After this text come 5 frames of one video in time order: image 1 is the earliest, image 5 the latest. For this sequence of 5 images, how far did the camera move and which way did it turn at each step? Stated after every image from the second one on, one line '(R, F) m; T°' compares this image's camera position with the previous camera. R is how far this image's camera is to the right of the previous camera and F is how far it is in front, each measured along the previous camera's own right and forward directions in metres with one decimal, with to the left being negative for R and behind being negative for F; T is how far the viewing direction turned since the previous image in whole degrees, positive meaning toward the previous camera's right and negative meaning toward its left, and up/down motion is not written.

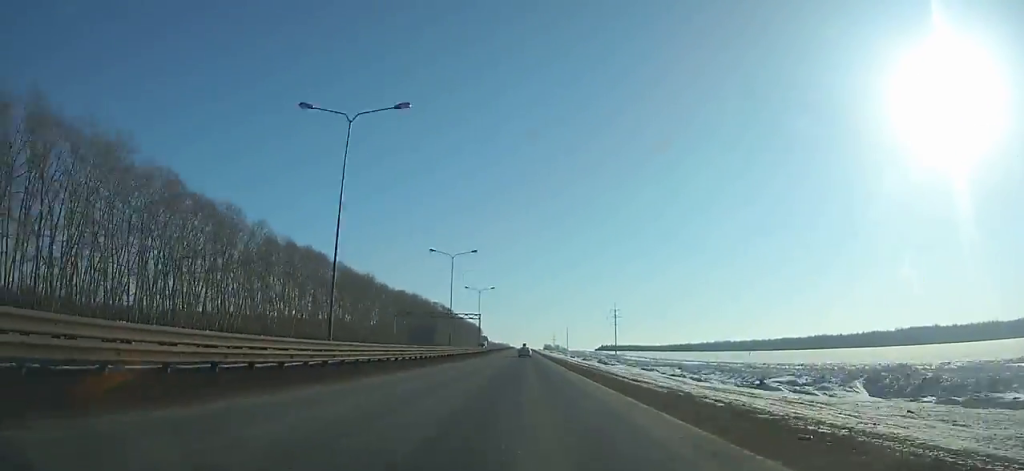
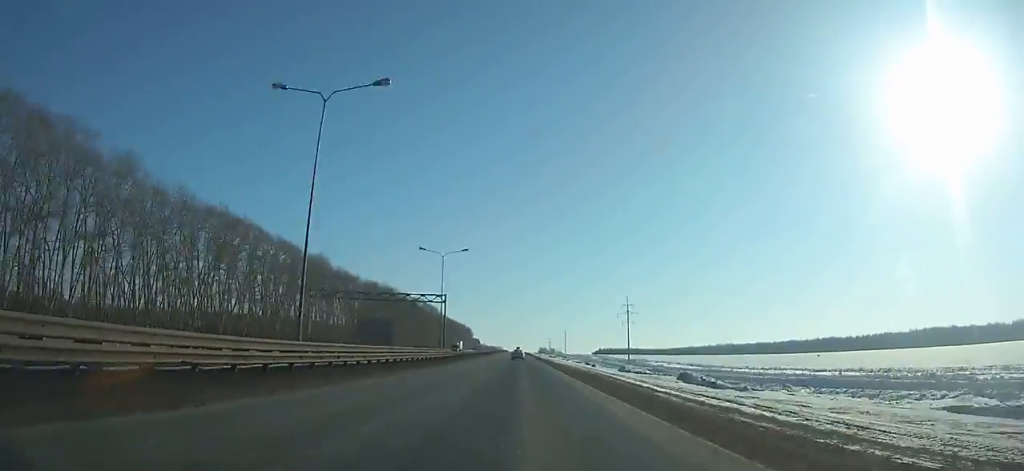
(+0.1, +42.6) m; 0°
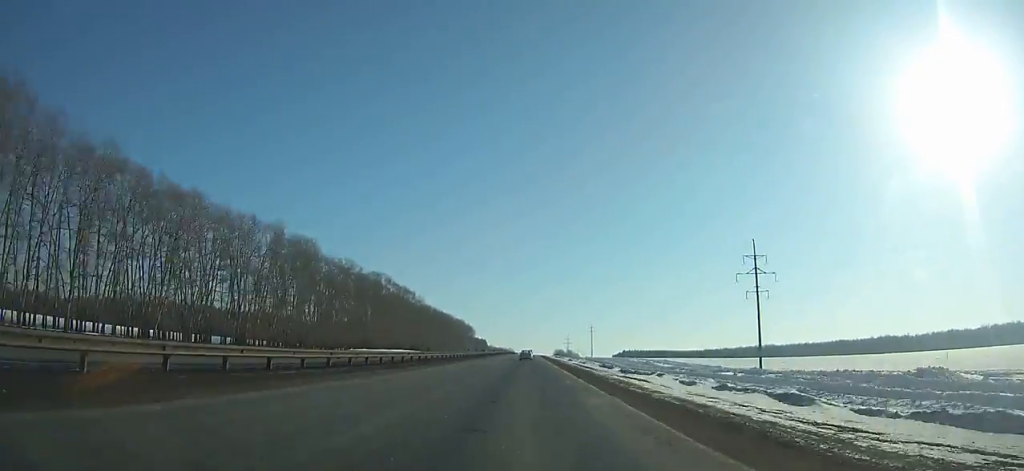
(-0.4, +107.0) m; 0°
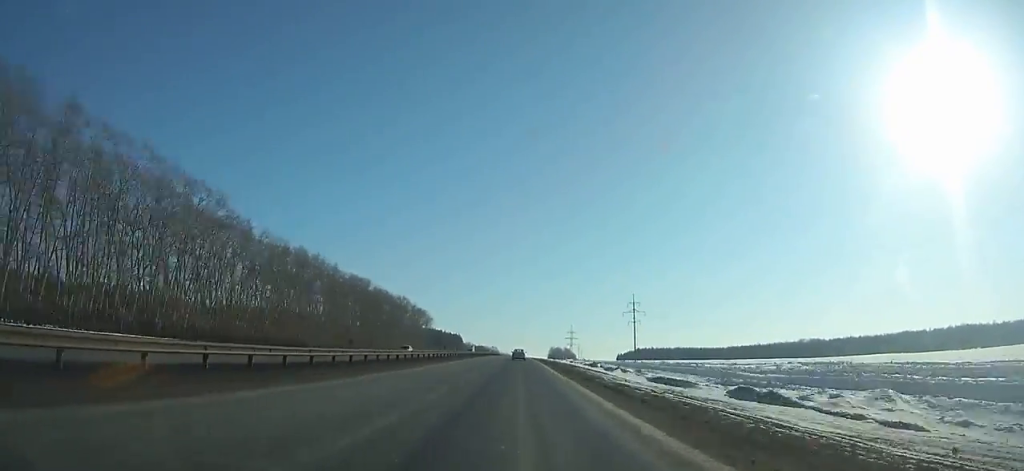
(+0.7, +166.7) m; 0°
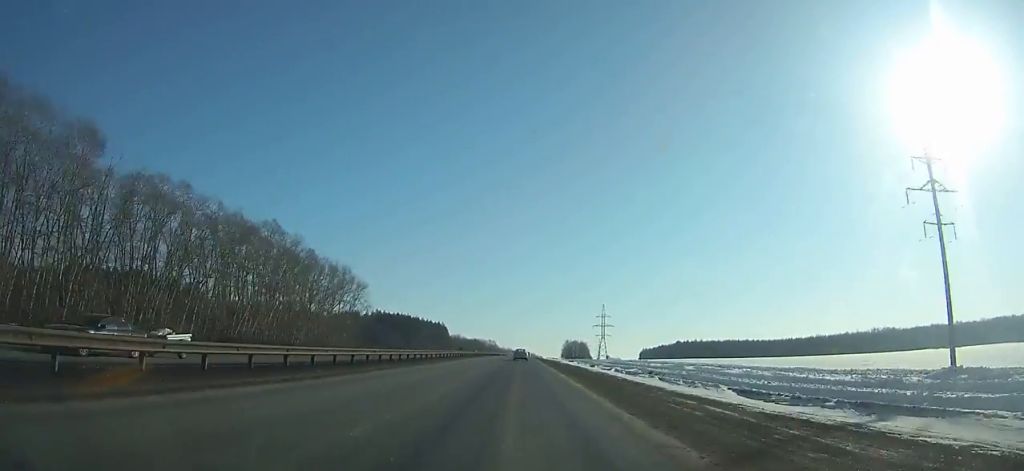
(-0.4, +141.2) m; 0°
